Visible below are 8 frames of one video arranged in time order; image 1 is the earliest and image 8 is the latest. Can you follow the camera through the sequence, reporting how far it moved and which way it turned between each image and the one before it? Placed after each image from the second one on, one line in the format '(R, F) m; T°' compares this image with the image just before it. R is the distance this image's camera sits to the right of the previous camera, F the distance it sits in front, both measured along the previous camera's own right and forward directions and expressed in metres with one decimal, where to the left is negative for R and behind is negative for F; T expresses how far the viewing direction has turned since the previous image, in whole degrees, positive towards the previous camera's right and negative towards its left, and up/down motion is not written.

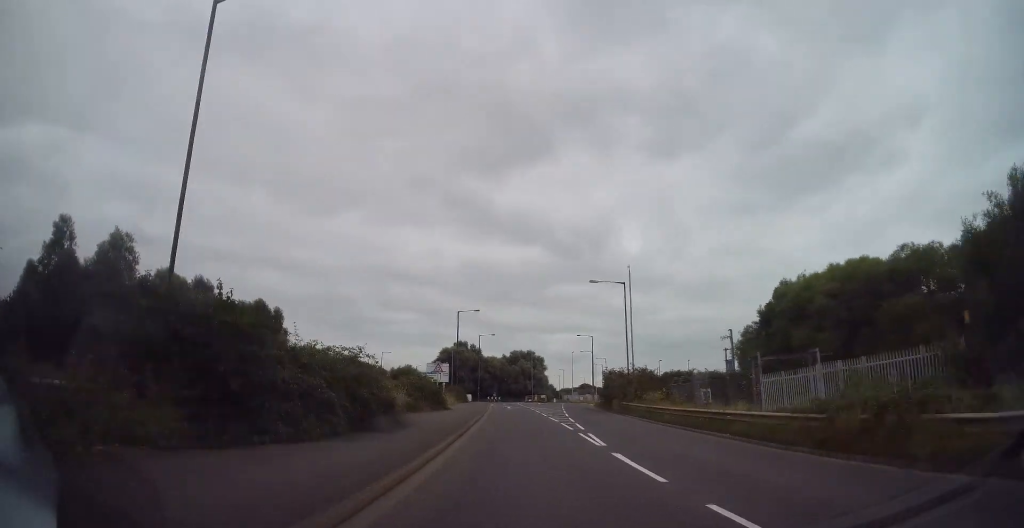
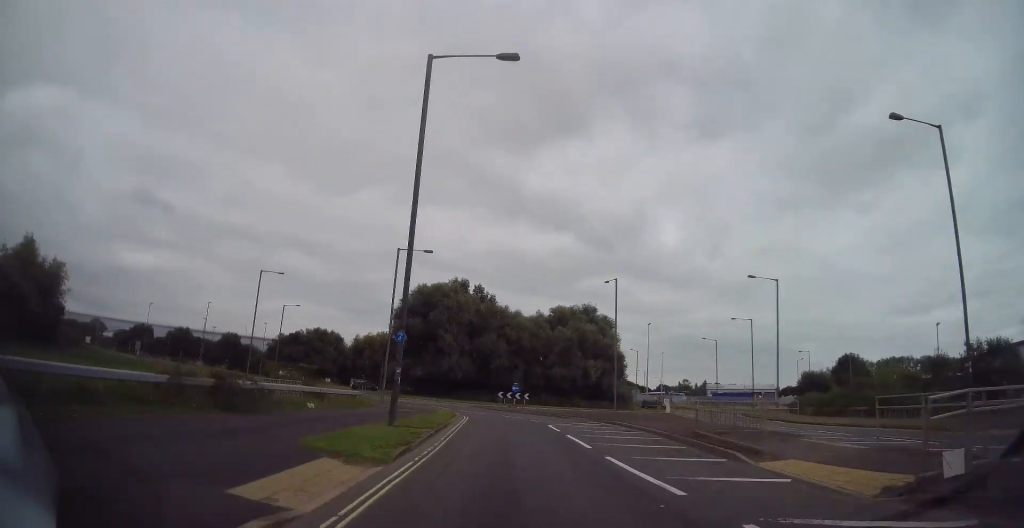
(-1.7, +71.5) m; -4°
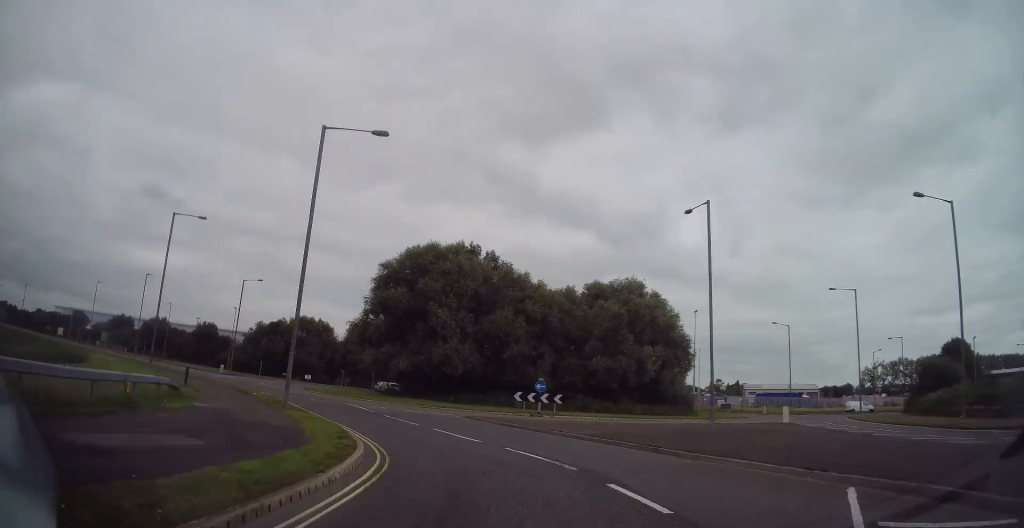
(-1.0, +20.5) m; -10°
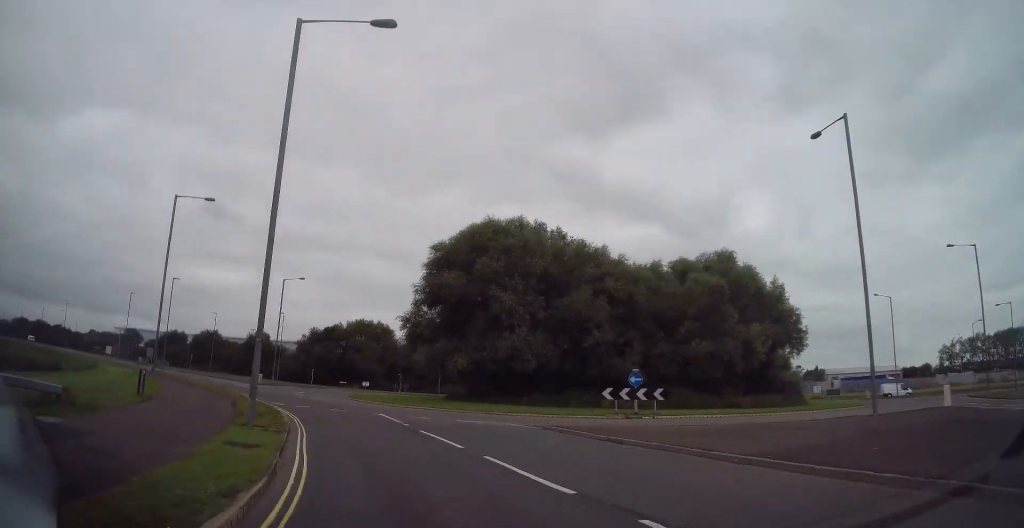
(-0.9, +10.0) m; -12°
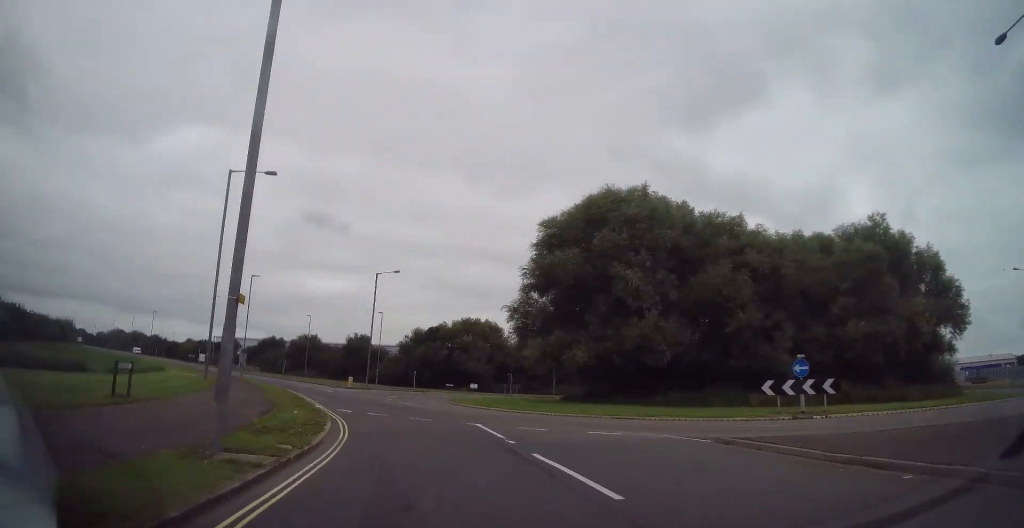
(0.0, +7.7) m; -9°
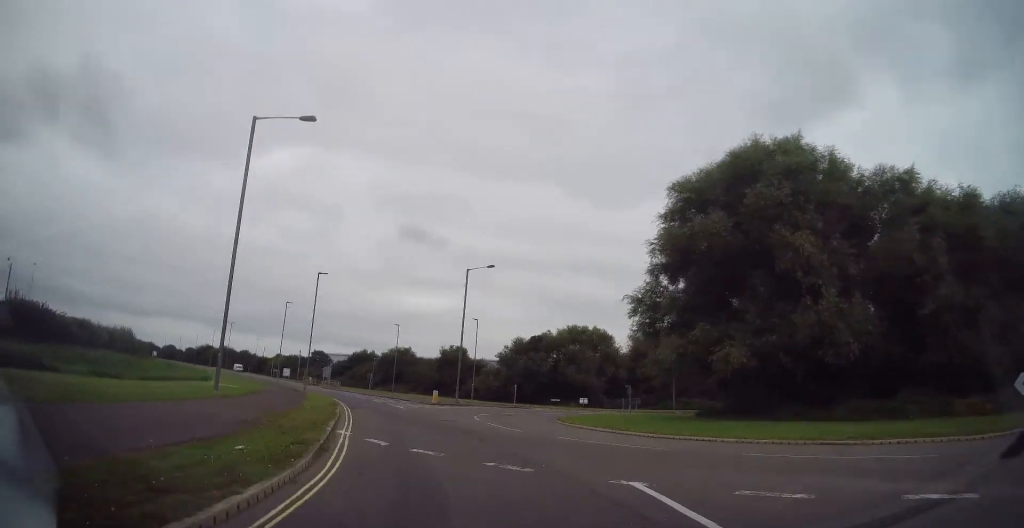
(-2.1, +11.2) m; -11°
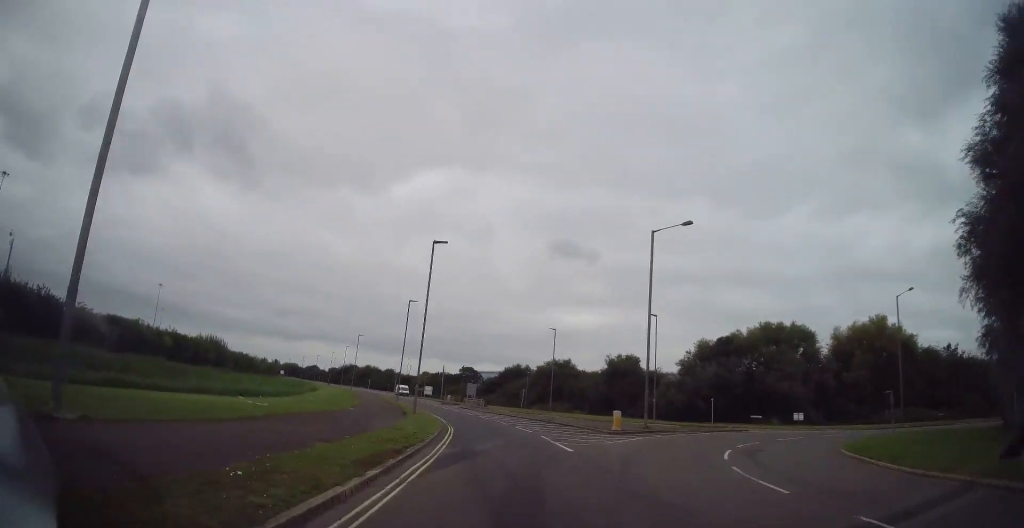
(-2.3, +18.7) m; -10°
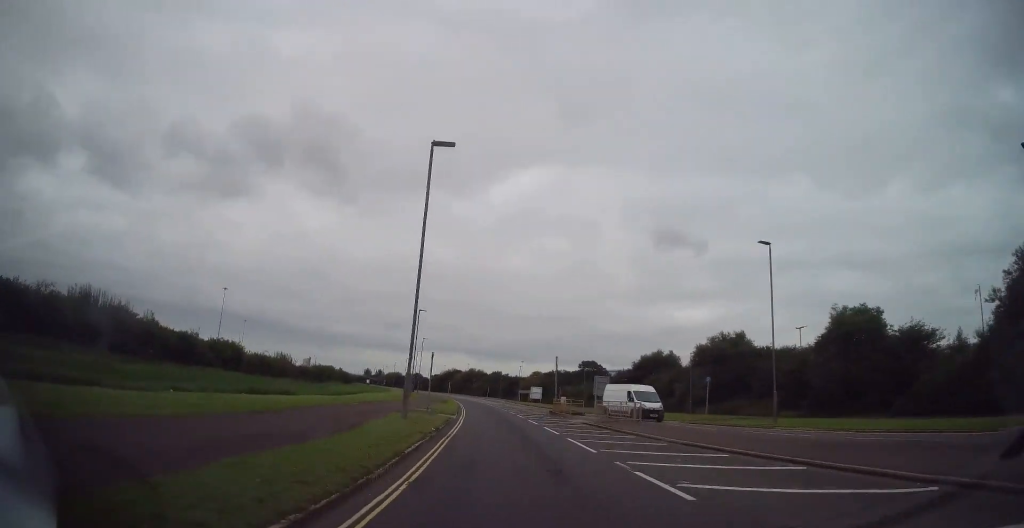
(-3.0, +34.2) m; -10°
